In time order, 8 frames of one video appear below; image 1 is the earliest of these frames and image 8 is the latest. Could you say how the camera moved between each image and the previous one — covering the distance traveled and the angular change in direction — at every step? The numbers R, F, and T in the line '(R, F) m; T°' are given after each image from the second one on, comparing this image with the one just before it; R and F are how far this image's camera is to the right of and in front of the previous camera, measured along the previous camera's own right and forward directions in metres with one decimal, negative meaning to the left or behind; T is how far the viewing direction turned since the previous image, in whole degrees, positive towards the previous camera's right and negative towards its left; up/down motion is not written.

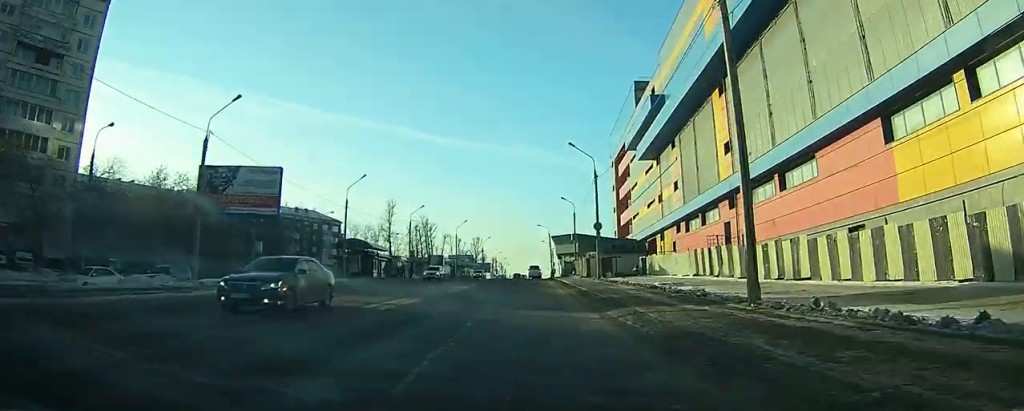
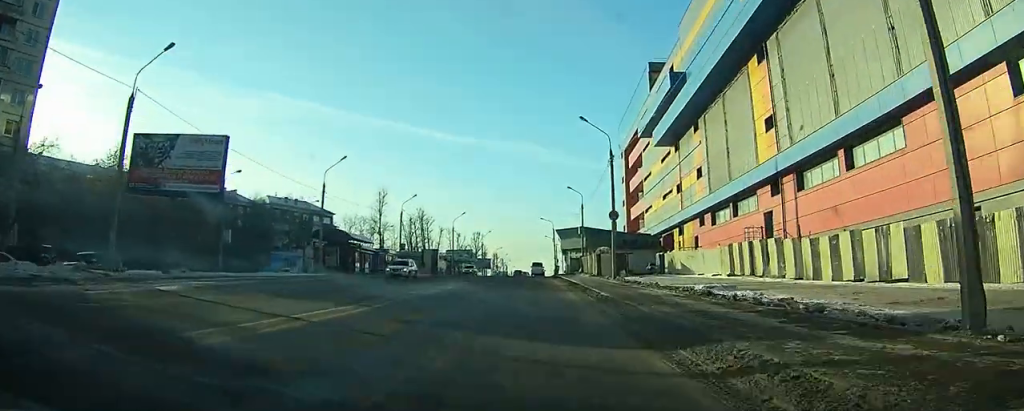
(0.0, +8.1) m; 0°
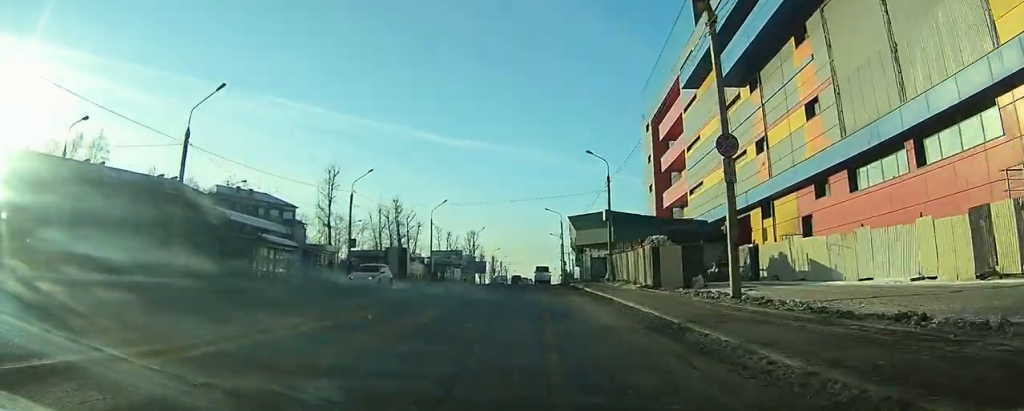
(-0.1, +24.1) m; 0°
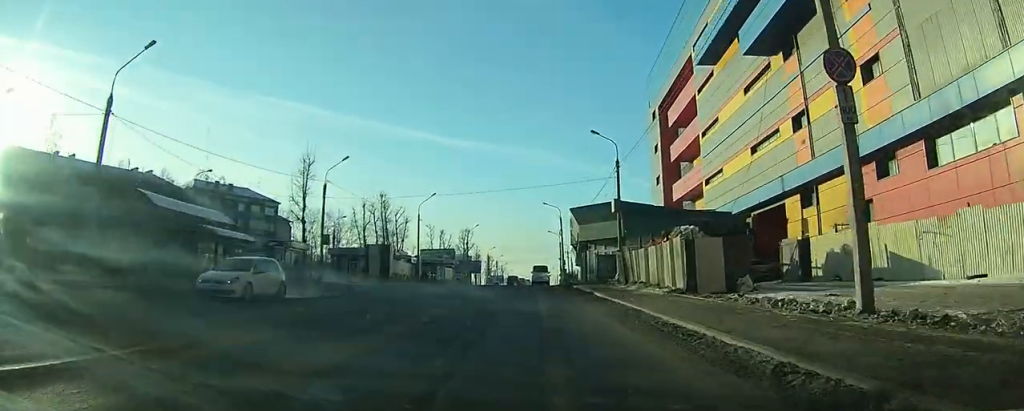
(+0.1, +6.9) m; 0°
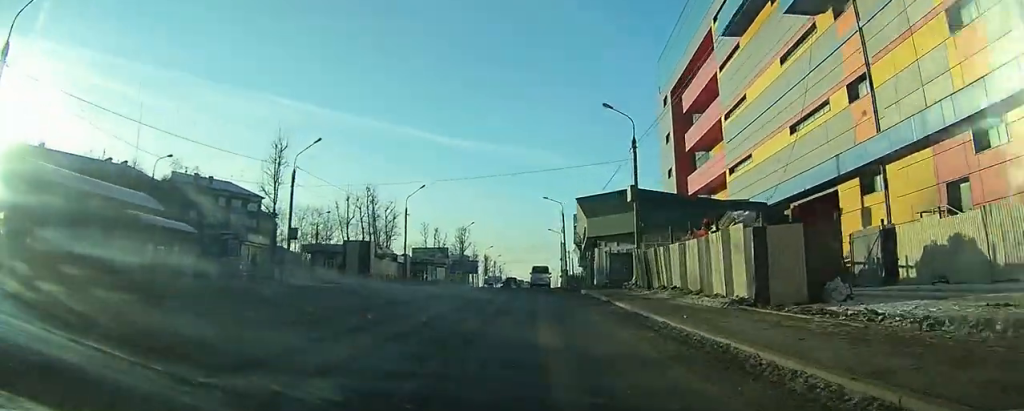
(0.0, +7.1) m; 0°
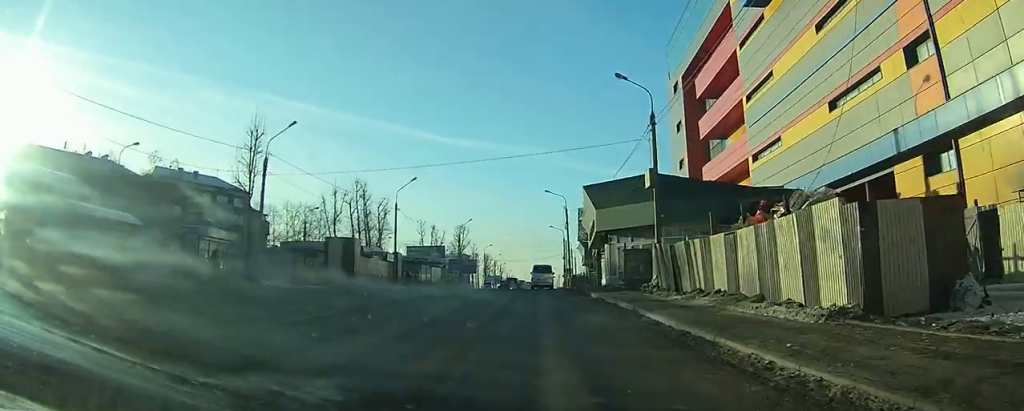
(0.0, +5.3) m; -1°
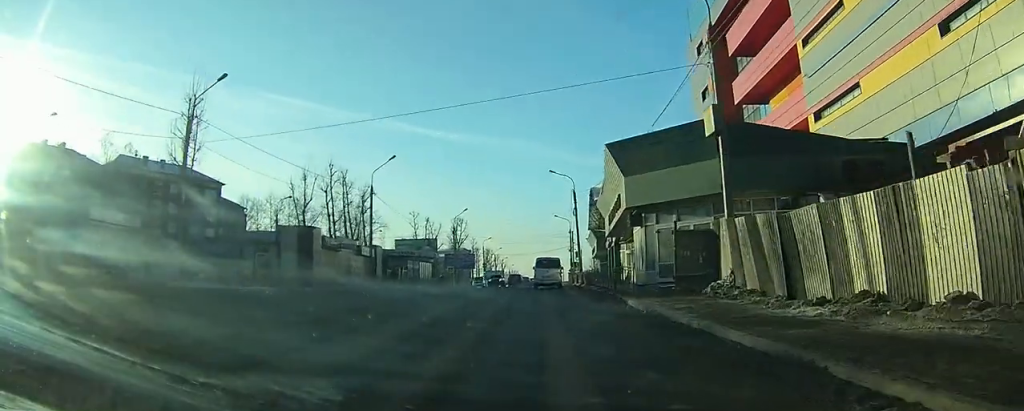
(-0.1, +10.1) m; -1°
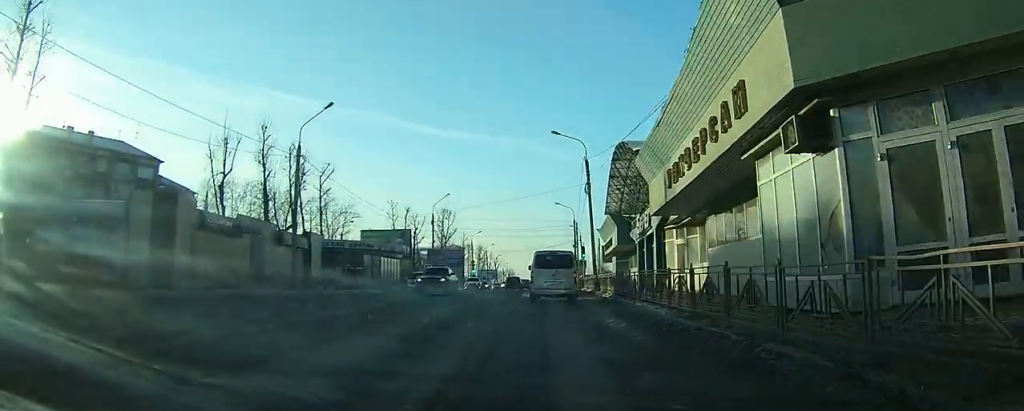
(0.0, +16.6) m; 0°
